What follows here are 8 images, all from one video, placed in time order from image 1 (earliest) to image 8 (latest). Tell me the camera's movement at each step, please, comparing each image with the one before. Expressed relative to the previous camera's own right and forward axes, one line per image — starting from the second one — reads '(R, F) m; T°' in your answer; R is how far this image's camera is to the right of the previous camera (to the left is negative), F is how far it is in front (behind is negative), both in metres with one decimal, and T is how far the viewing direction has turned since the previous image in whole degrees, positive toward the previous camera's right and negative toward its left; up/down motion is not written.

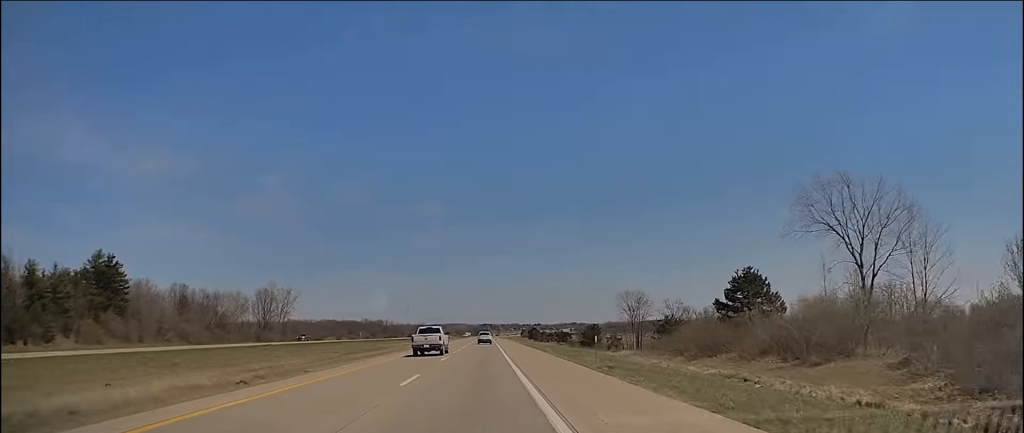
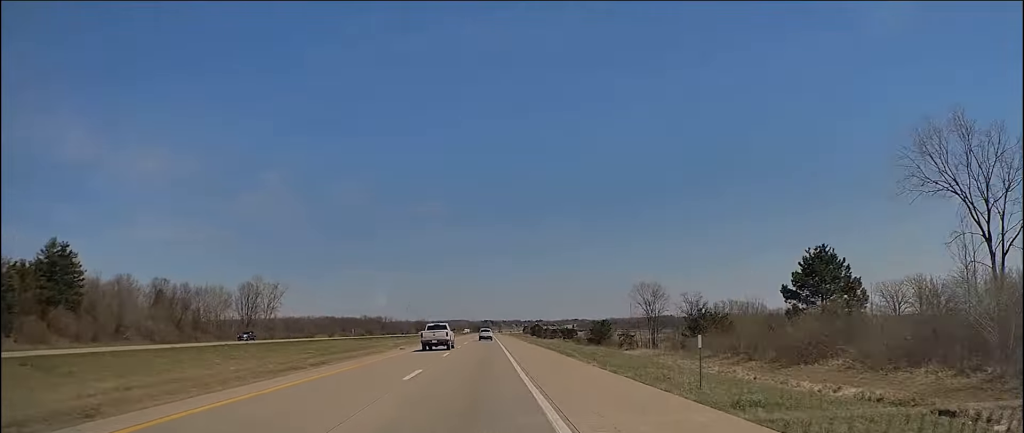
(+0.1, +14.6) m; 0°
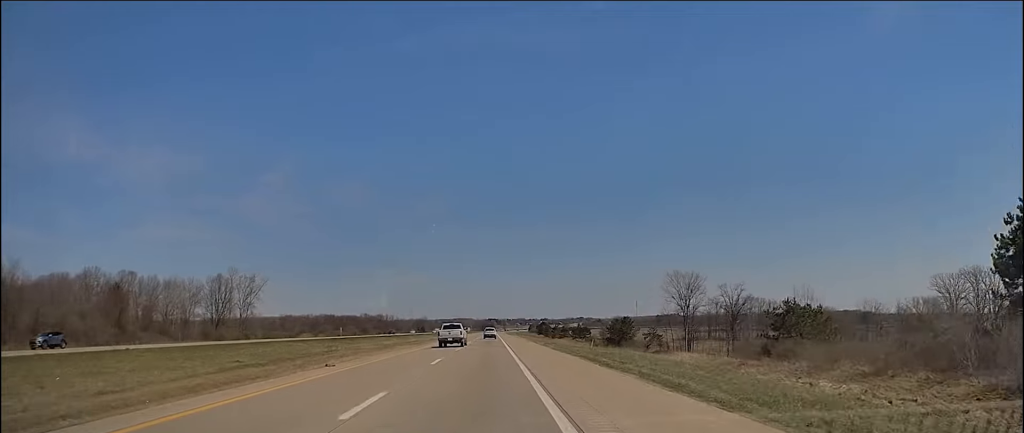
(+0.2, +23.3) m; 0°
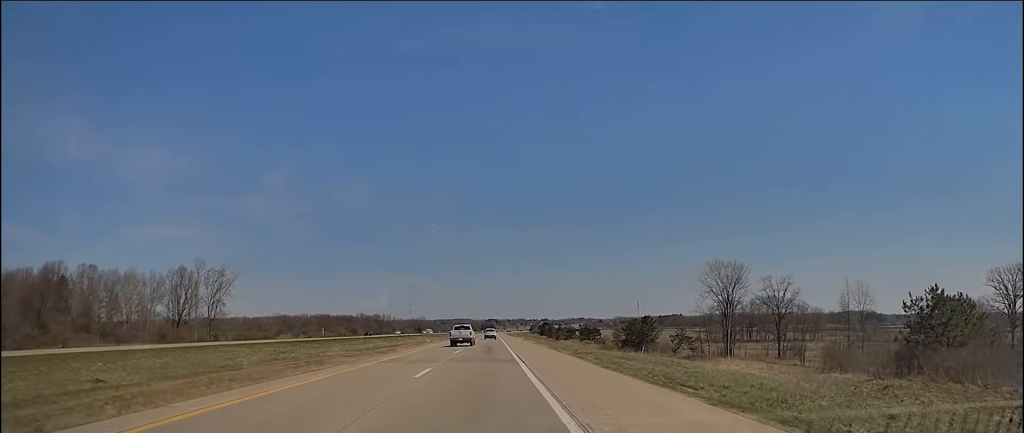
(-0.2, +21.5) m; -1°
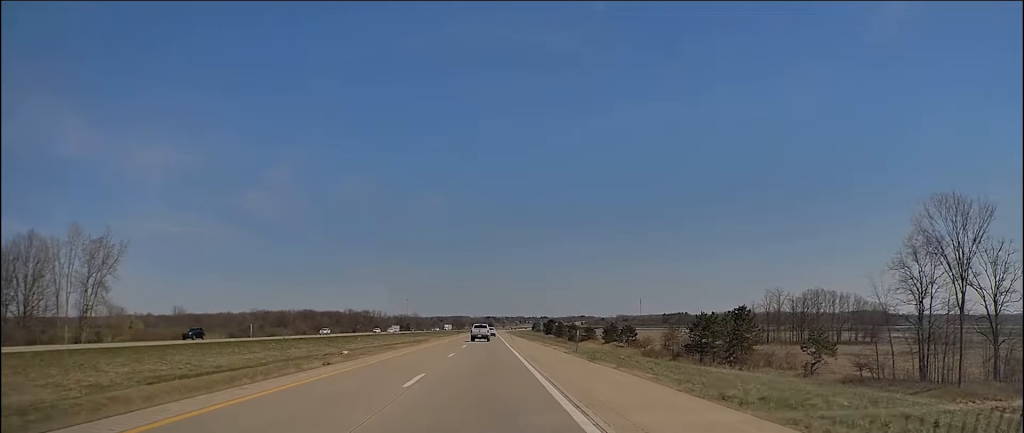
(-0.5, +53.4) m; -1°
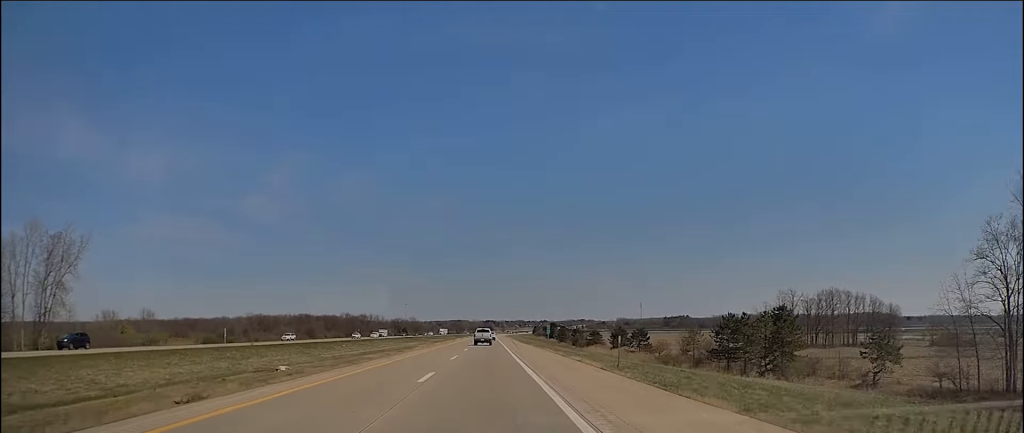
(0.0, +12.6) m; 0°
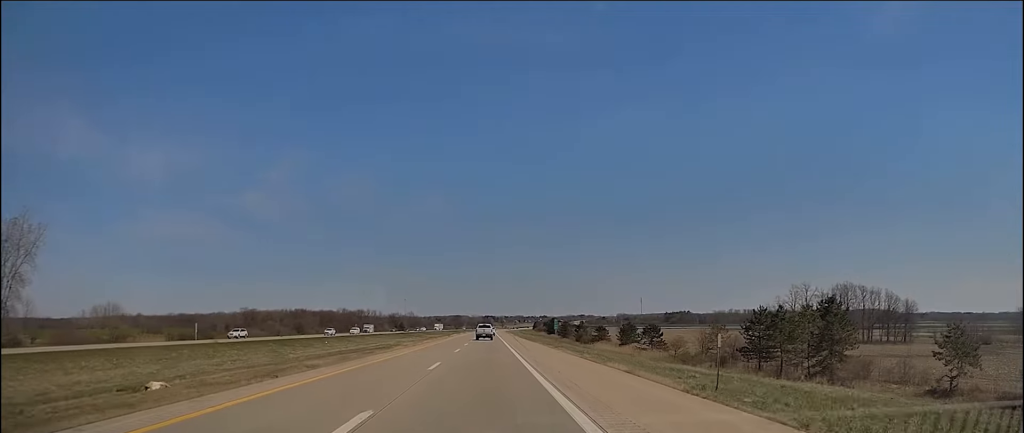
(+0.1, +11.6) m; 0°
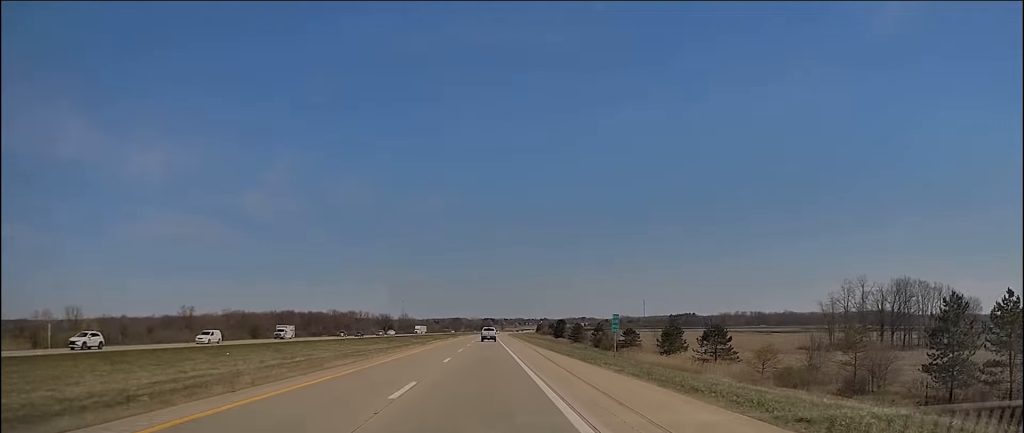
(+0.1, +38.7) m; +1°
